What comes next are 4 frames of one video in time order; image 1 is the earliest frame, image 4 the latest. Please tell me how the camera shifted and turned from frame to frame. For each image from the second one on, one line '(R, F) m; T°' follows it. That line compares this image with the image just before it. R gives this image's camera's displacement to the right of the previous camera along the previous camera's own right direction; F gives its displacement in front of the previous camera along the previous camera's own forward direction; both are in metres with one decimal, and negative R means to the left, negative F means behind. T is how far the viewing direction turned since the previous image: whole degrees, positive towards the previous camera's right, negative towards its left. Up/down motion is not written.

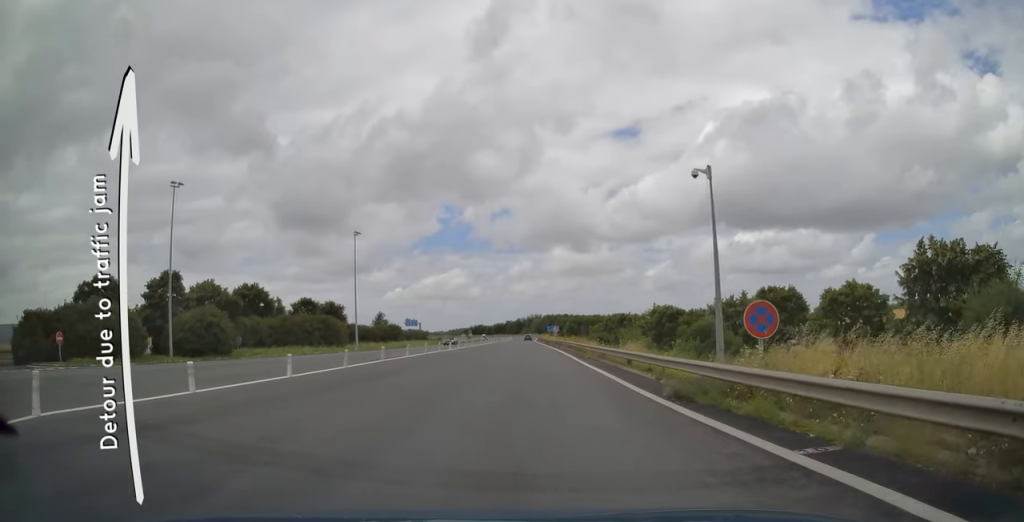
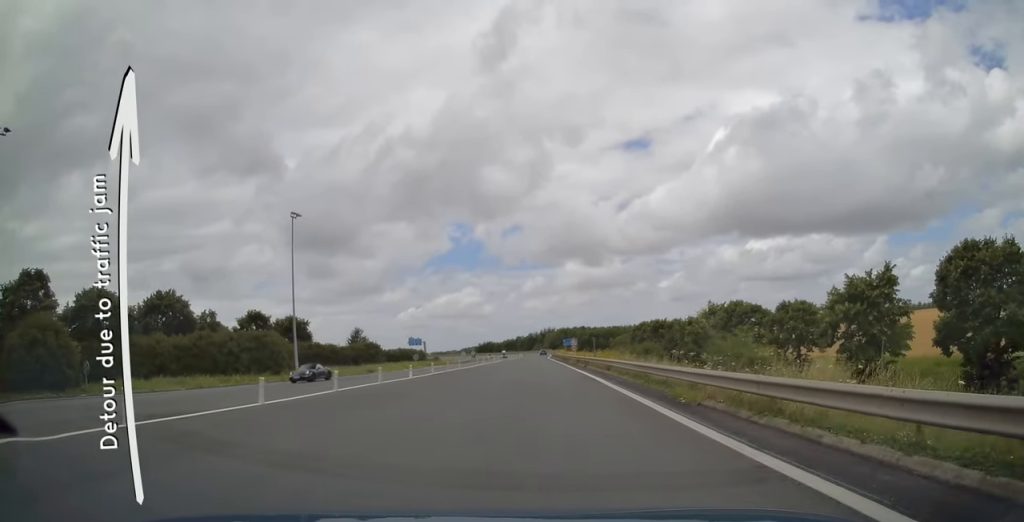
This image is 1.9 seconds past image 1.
(-0.3, +23.1) m; 0°
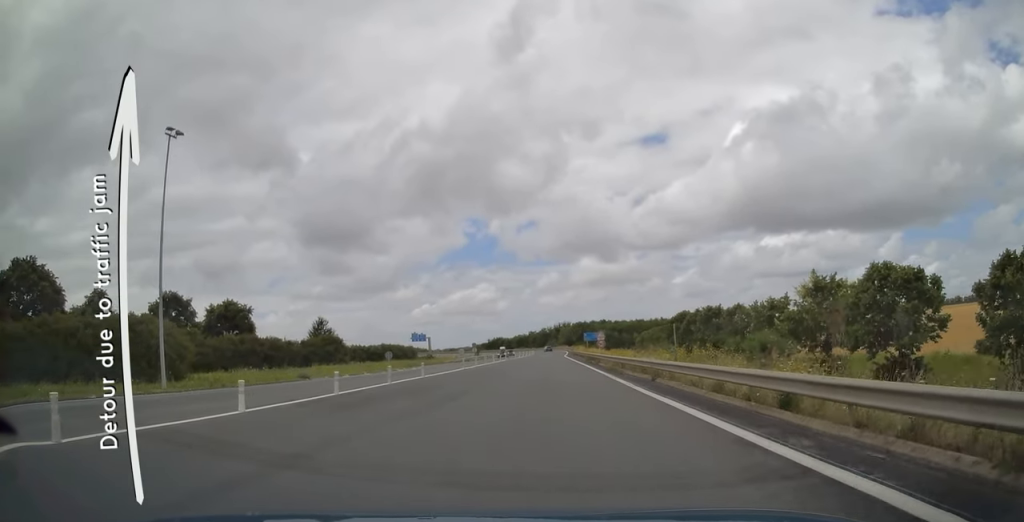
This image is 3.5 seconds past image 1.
(-0.2, +21.7) m; -2°
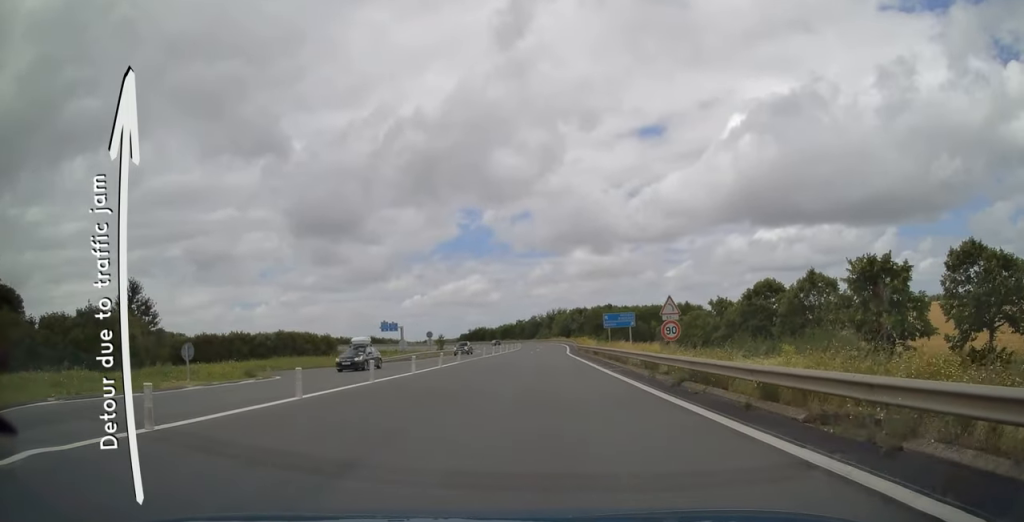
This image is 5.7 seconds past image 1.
(+0.2, +36.1) m; 0°
